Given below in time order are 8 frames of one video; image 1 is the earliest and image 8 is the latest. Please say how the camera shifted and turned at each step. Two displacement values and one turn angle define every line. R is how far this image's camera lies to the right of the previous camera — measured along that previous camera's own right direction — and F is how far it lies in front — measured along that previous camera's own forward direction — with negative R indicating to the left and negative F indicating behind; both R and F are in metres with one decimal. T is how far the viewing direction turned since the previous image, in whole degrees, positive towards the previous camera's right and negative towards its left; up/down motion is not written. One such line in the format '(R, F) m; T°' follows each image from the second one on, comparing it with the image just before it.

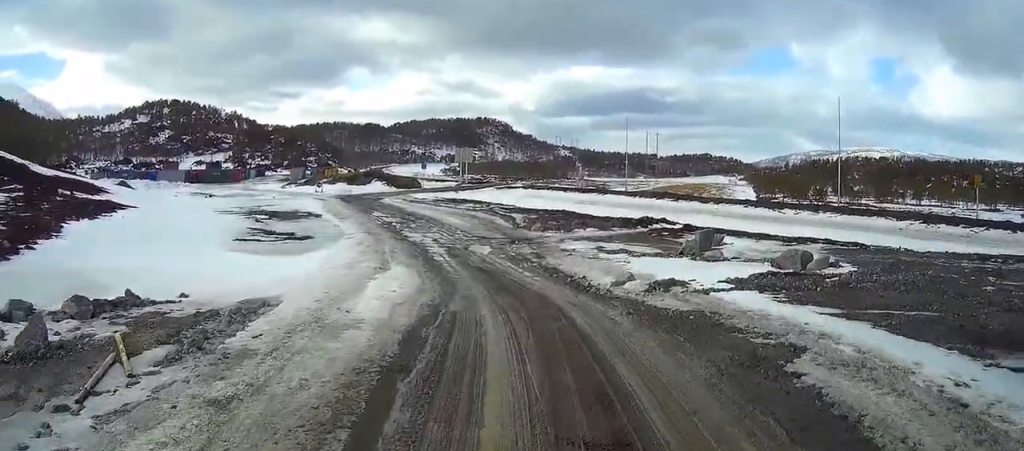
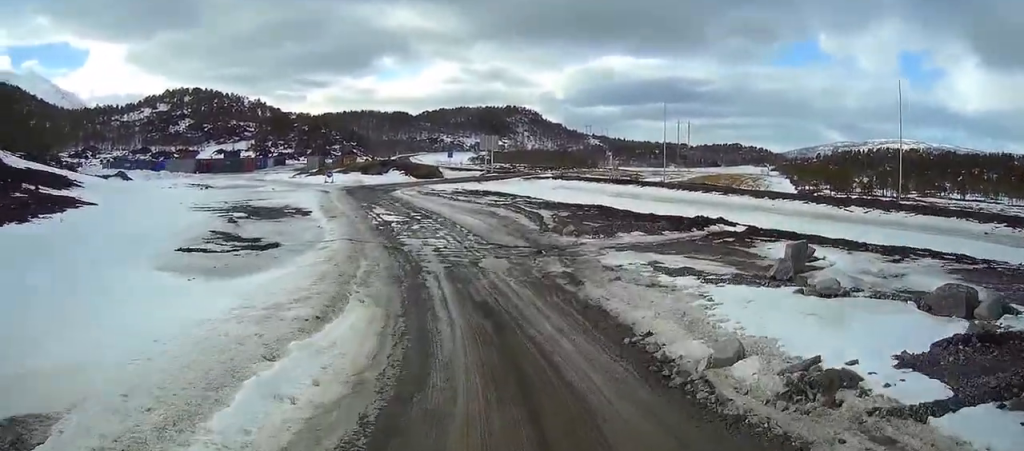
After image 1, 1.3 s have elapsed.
(-0.2, +7.4) m; -3°
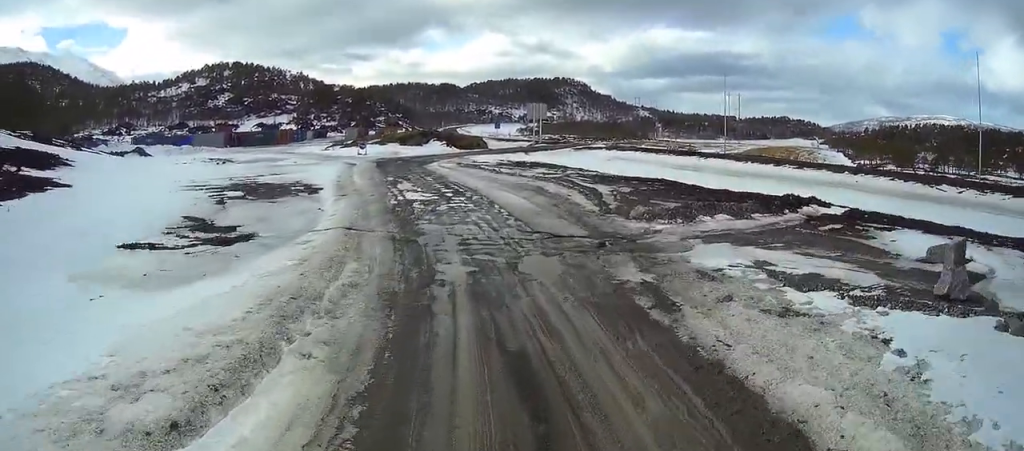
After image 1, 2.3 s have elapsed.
(0.0, +6.2) m; -2°
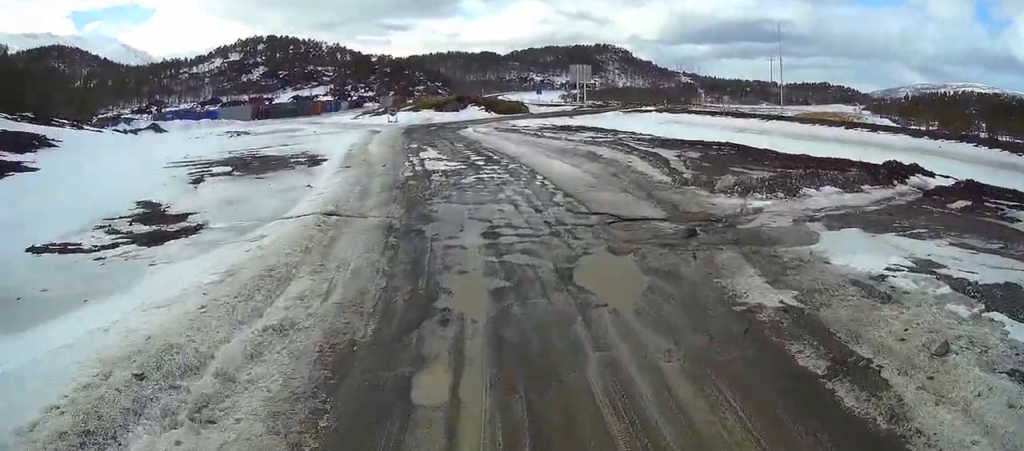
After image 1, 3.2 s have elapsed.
(-0.1, +5.4) m; -3°
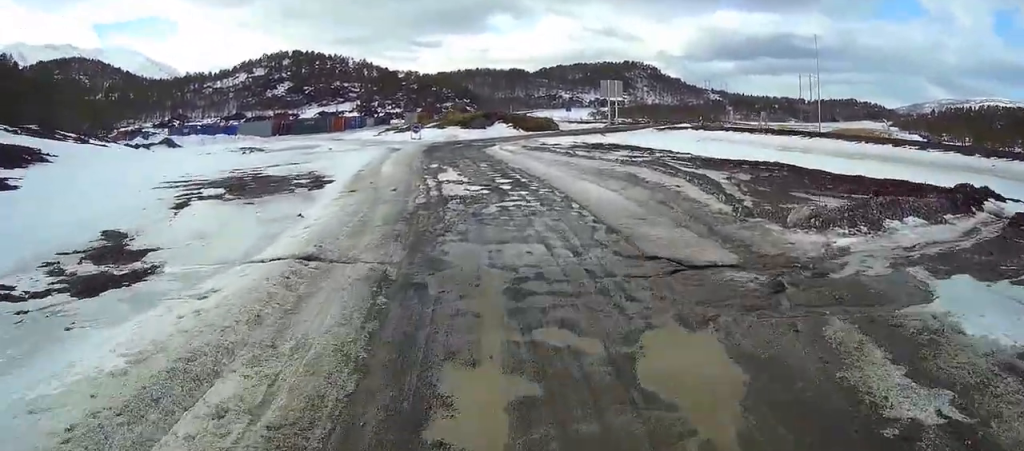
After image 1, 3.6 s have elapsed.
(0.0, +3.0) m; -2°
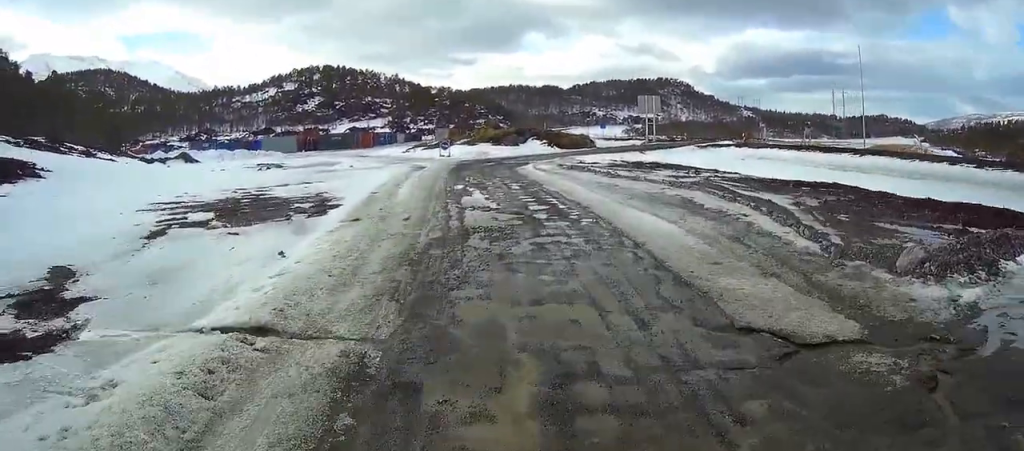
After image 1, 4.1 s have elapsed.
(-0.1, +3.3) m; -2°
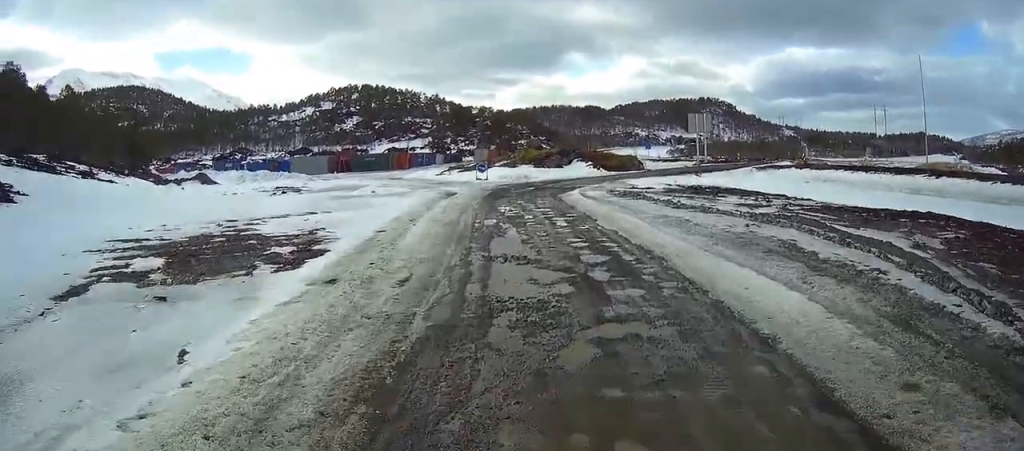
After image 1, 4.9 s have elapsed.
(-0.1, +5.4) m; -3°
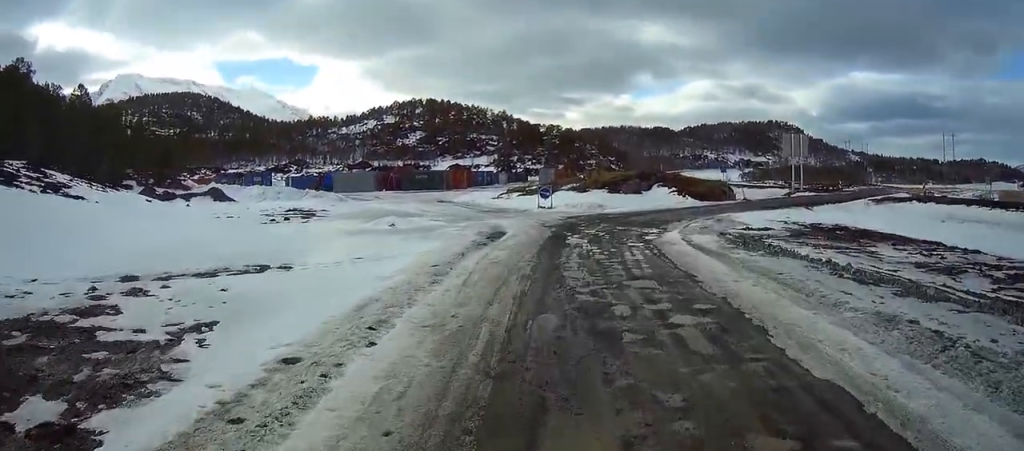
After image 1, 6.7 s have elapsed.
(-0.5, +11.8) m; -4°
